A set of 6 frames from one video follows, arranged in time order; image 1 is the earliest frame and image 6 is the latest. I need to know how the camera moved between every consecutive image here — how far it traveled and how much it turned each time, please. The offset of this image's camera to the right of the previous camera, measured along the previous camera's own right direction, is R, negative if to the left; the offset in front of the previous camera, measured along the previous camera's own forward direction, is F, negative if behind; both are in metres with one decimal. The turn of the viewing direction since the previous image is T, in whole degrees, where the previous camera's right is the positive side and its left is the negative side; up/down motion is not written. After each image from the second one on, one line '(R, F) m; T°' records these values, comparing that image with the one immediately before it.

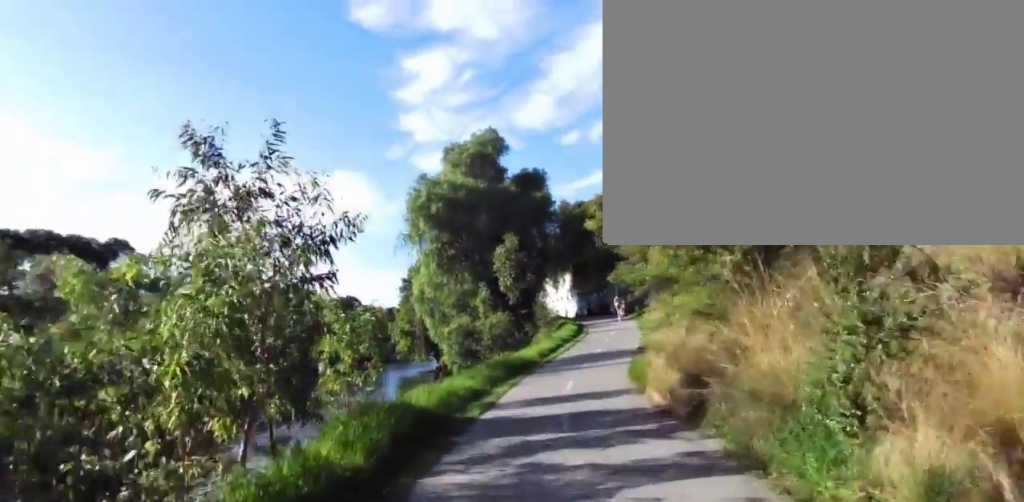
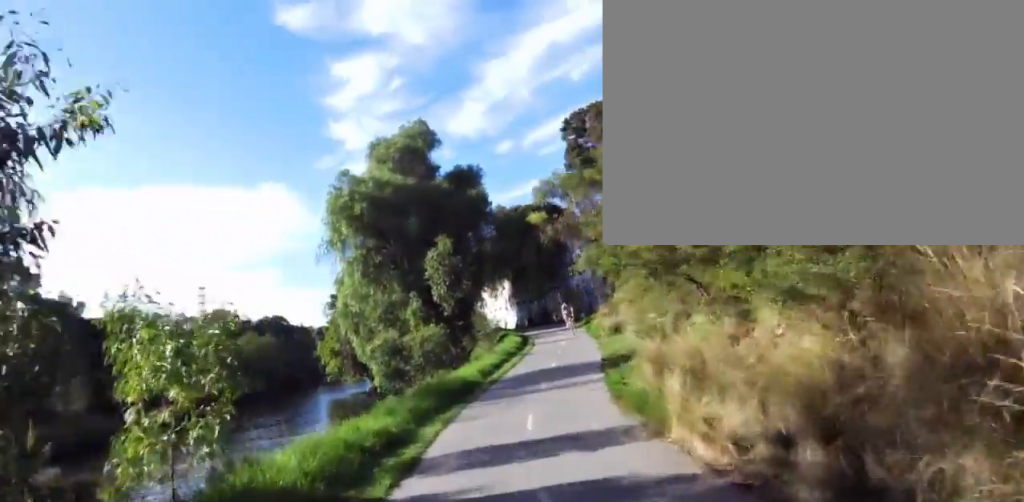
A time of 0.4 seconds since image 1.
(+0.1, +3.2) m; +2°
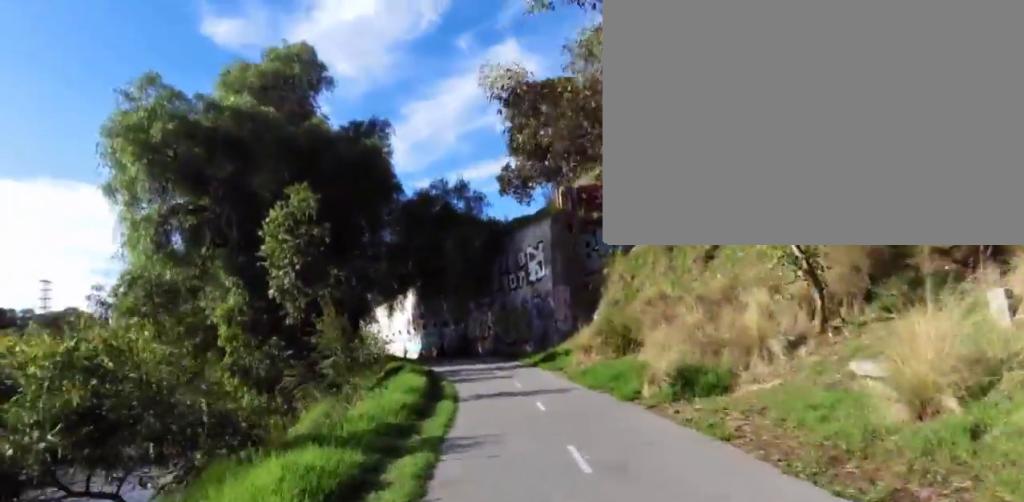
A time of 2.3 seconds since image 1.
(+0.2, +14.6) m; +1°
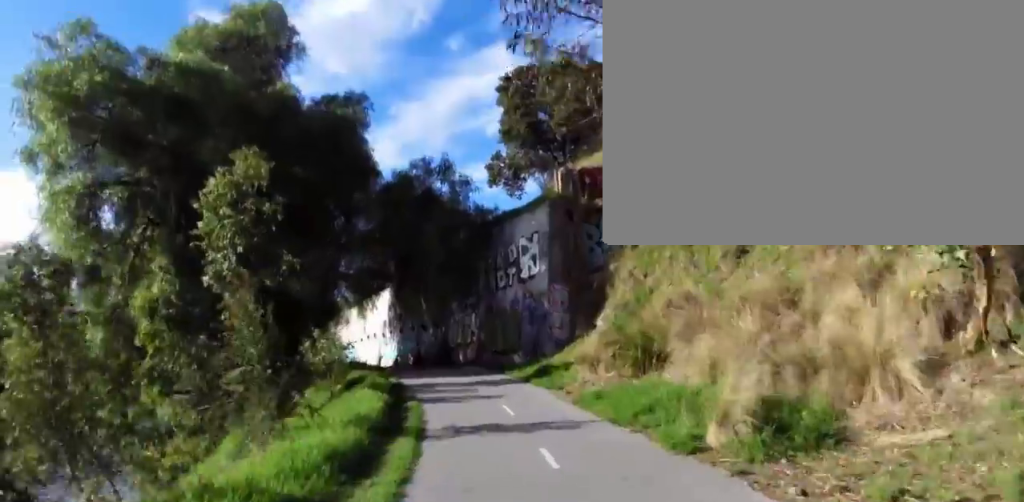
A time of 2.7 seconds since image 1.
(0.0, +2.9) m; 0°
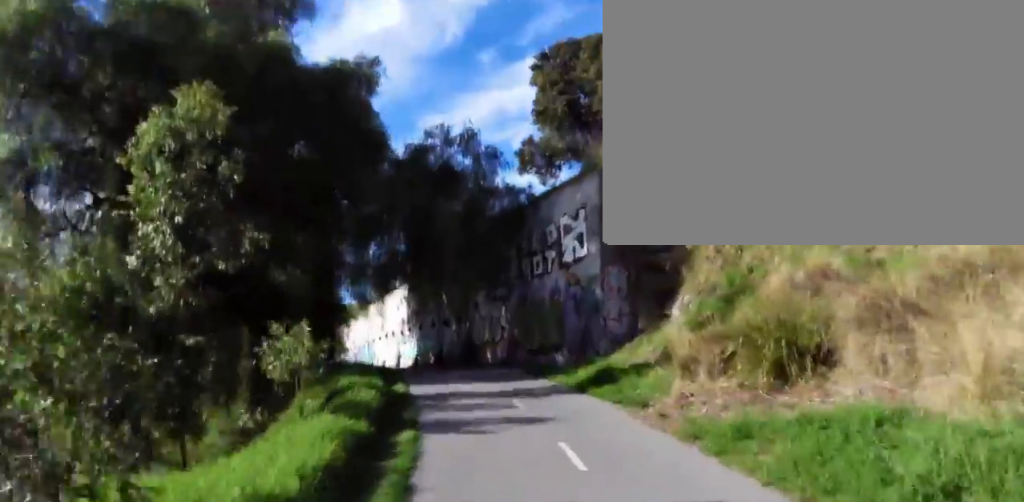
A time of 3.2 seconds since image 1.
(0.0, +4.1) m; 0°
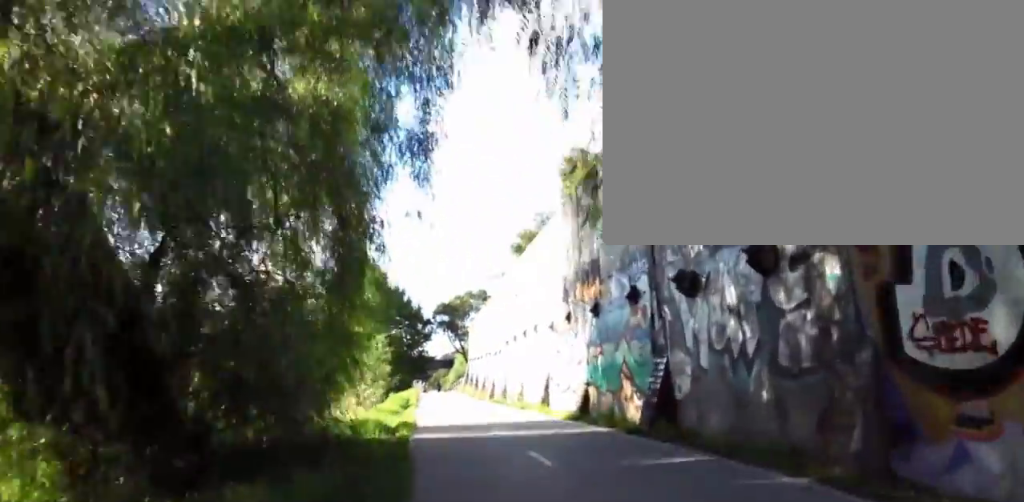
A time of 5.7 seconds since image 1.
(+1.0, +16.3) m; -8°
